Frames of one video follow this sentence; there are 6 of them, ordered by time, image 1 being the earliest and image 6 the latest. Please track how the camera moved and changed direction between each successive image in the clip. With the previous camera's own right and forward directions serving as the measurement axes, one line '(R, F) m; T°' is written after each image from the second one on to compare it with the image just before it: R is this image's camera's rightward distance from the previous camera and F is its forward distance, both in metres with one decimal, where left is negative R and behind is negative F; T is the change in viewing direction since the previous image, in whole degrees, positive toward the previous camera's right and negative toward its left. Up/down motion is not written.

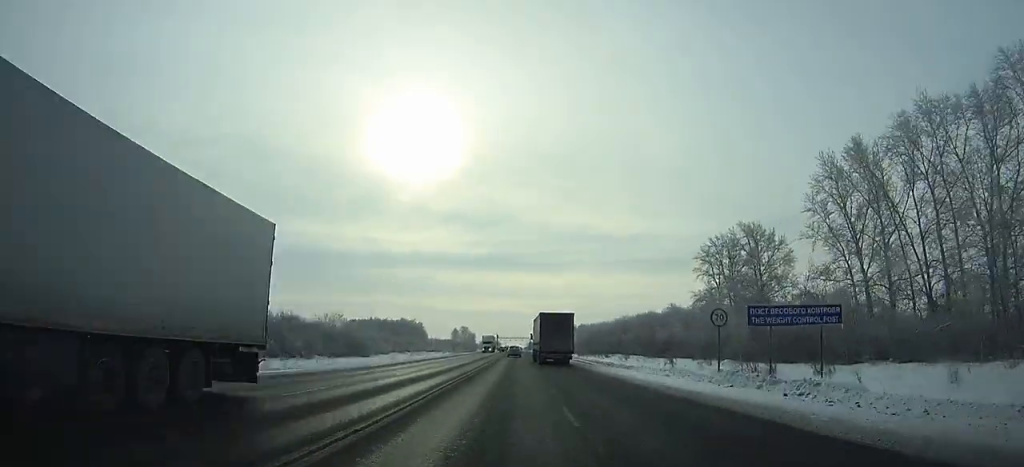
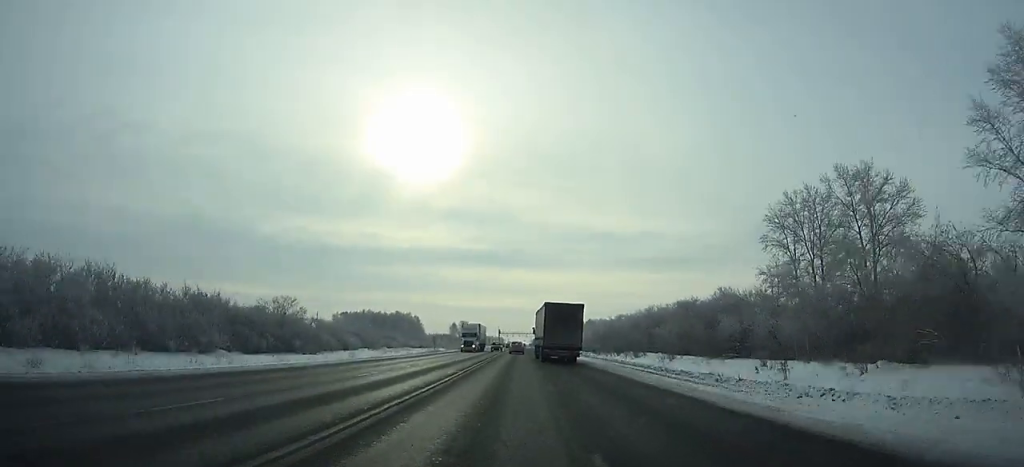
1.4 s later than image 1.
(0.0, +28.2) m; 0°
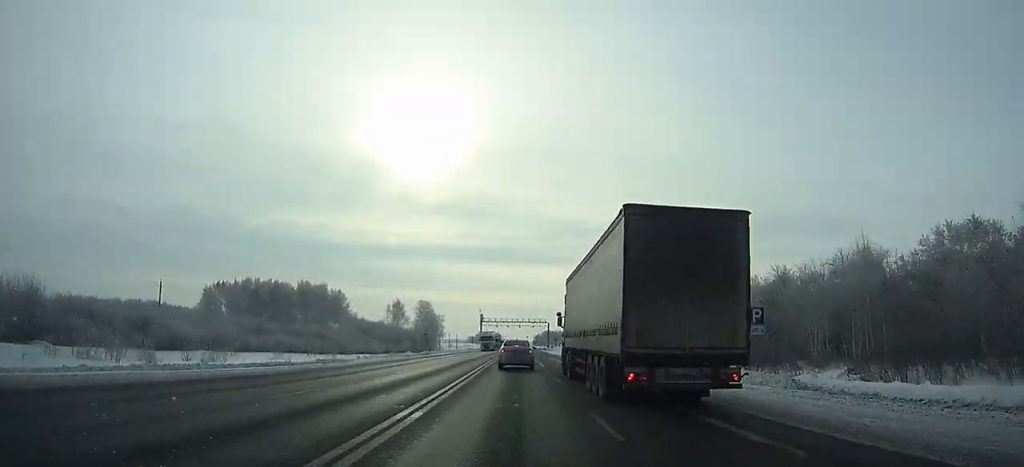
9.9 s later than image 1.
(+0.3, +149.2) m; +1°
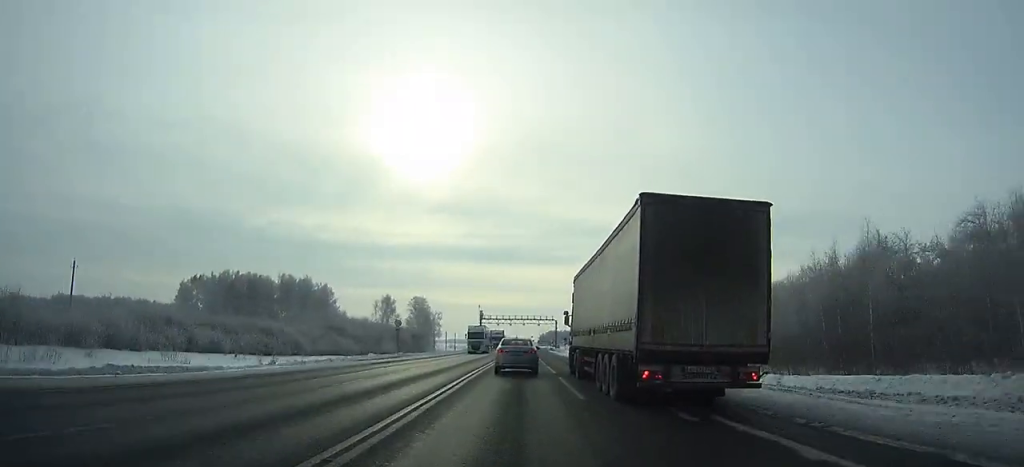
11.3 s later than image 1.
(+0.1, +19.0) m; 0°
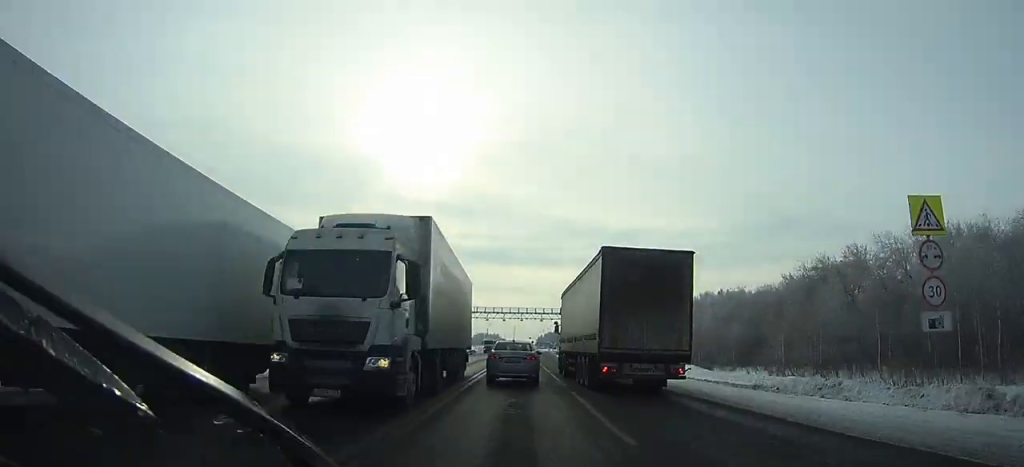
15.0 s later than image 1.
(-0.3, +45.5) m; -1°
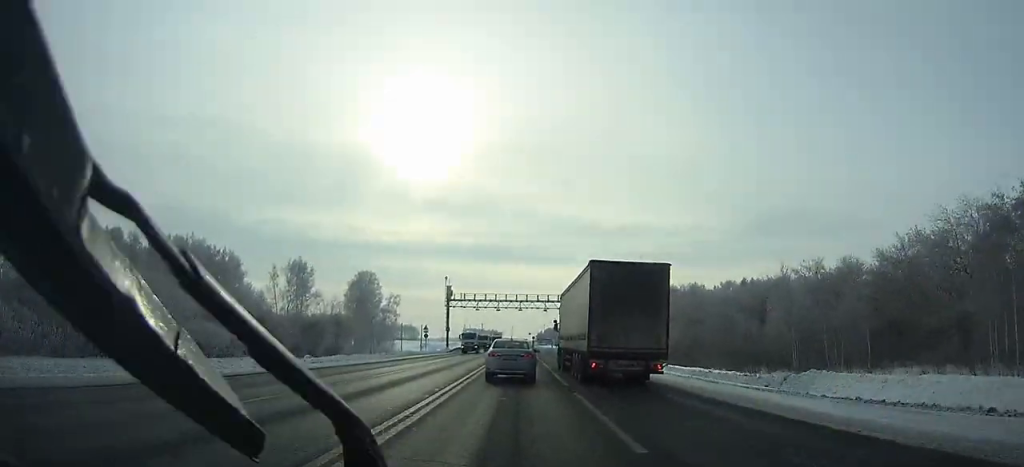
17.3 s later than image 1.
(0.0, +25.7) m; 0°
